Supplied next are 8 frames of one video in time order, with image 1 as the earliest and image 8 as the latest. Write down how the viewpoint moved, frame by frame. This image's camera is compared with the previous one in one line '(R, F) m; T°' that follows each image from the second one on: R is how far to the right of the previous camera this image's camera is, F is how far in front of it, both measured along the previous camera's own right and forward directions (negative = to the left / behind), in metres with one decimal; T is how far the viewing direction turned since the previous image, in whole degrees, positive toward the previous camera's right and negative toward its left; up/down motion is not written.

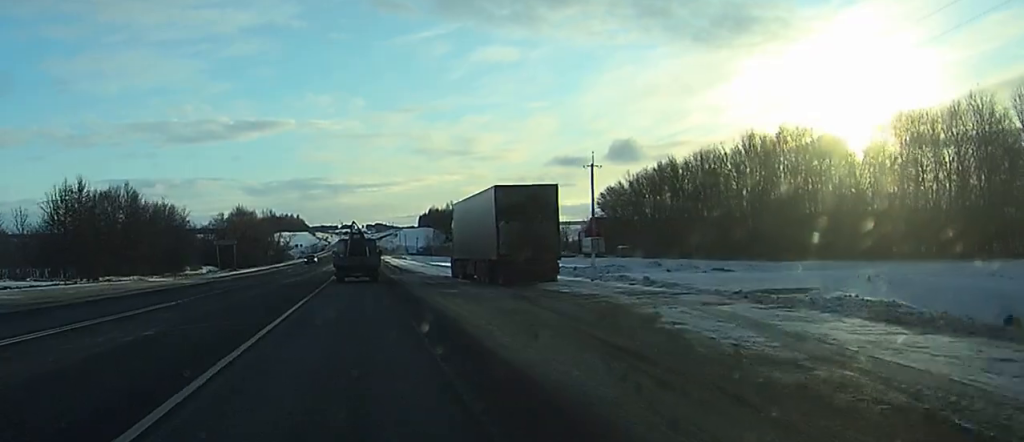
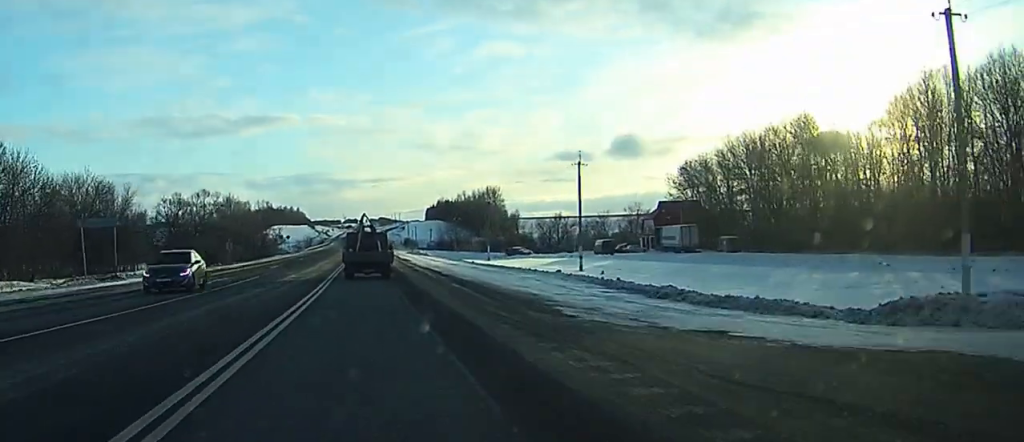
(-0.8, +45.3) m; -1°
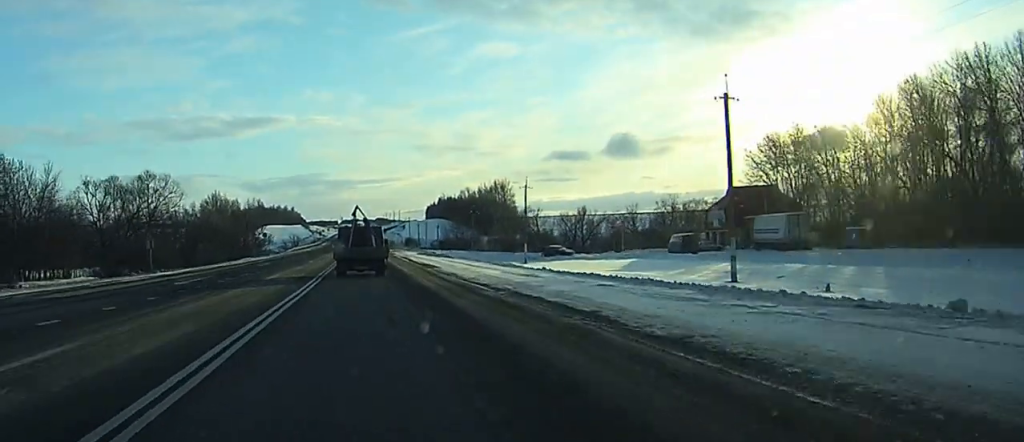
(+0.1, +32.9) m; 0°
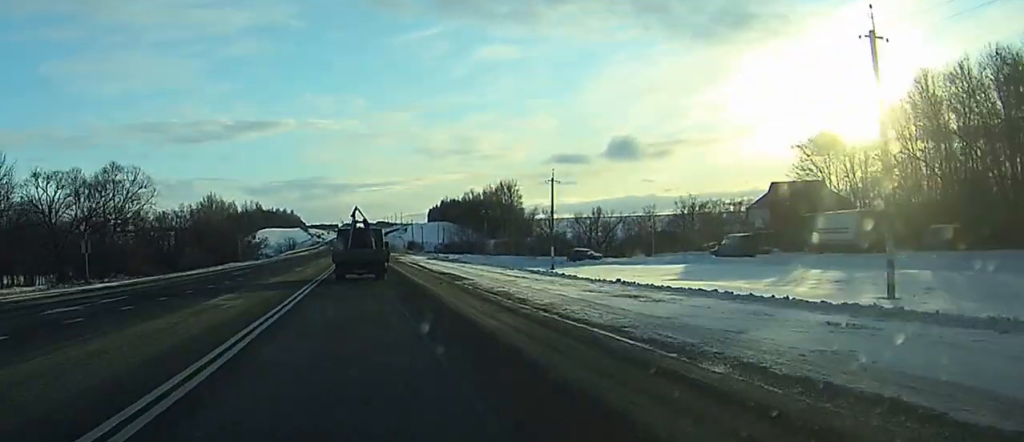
(-0.1, +14.2) m; 0°
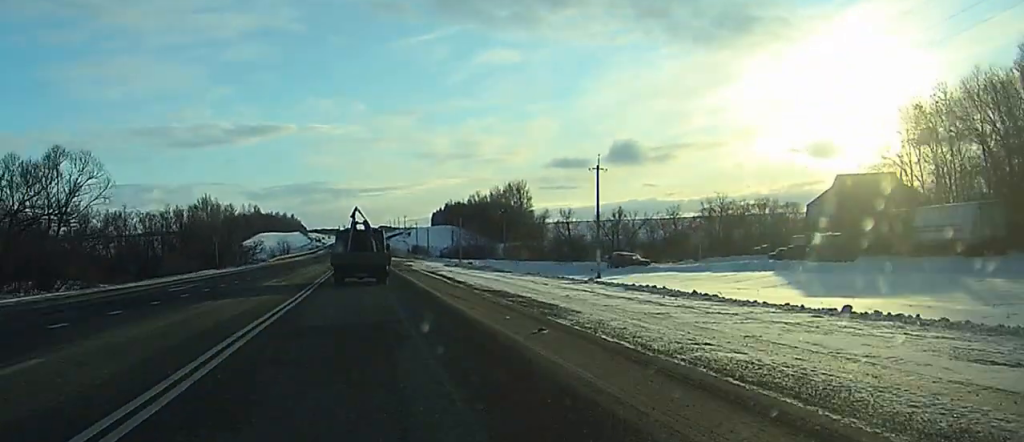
(0.0, +16.9) m; 0°
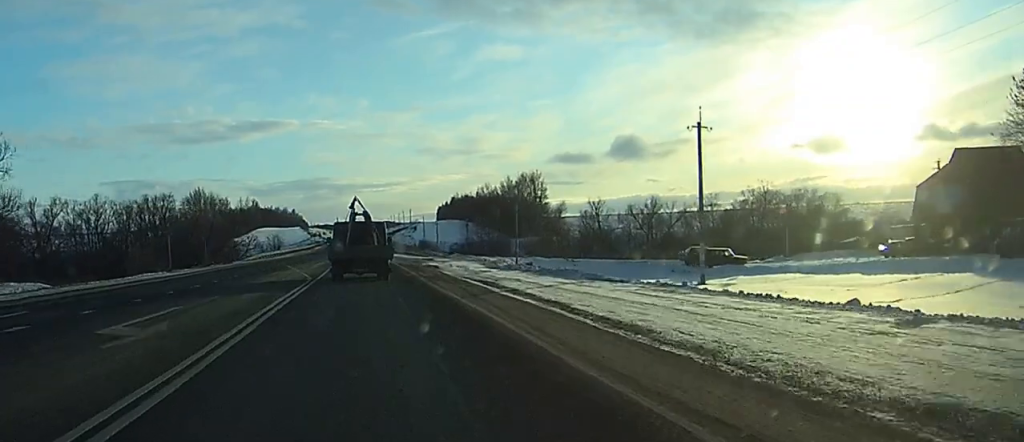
(0.0, +22.1) m; 0°
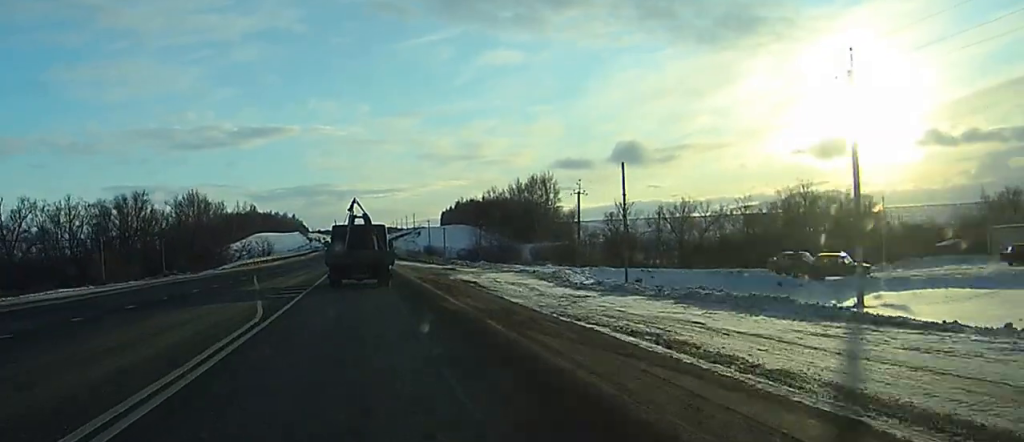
(0.0, +17.0) m; 0°
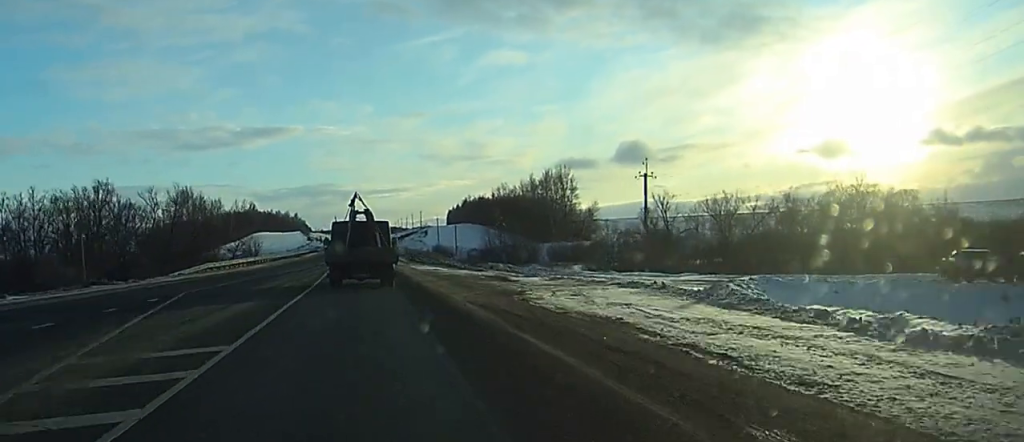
(0.0, +18.6) m; 0°
